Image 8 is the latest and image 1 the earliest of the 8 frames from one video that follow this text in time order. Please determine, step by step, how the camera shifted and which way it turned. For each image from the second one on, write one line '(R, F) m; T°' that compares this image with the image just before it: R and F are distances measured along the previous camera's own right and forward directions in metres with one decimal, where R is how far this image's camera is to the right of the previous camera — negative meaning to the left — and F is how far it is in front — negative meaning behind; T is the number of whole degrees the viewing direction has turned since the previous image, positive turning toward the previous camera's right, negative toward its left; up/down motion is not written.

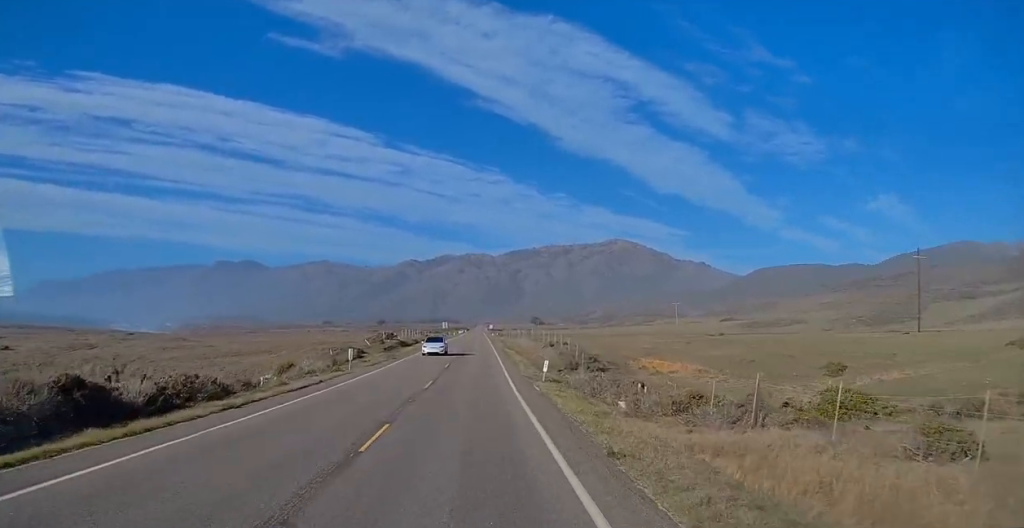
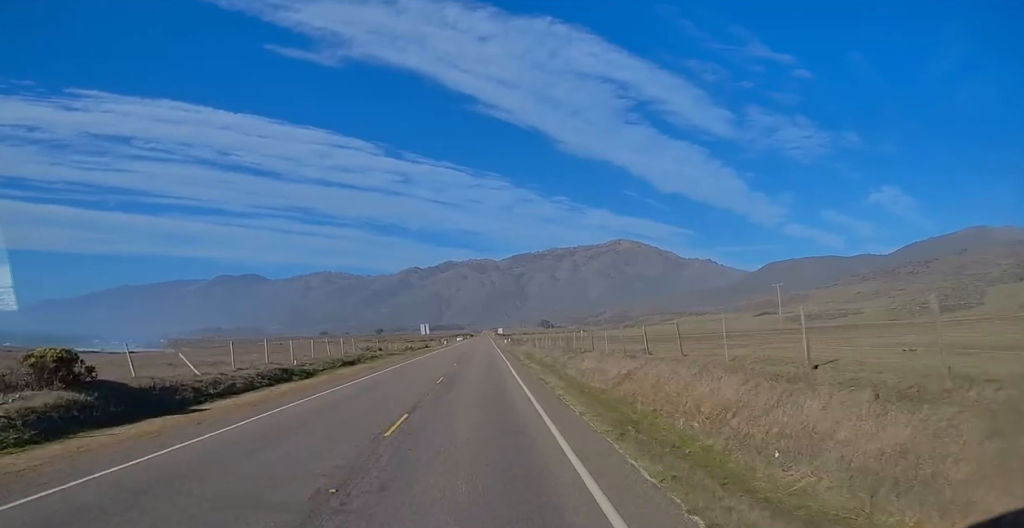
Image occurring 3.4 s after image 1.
(-0.7, +71.8) m; -1°
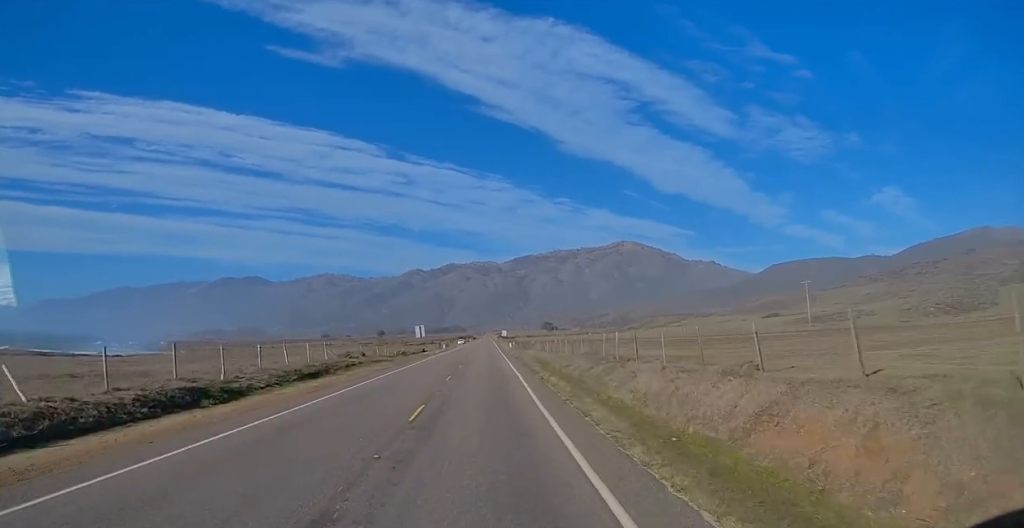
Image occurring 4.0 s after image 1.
(-0.2, +11.9) m; 0°
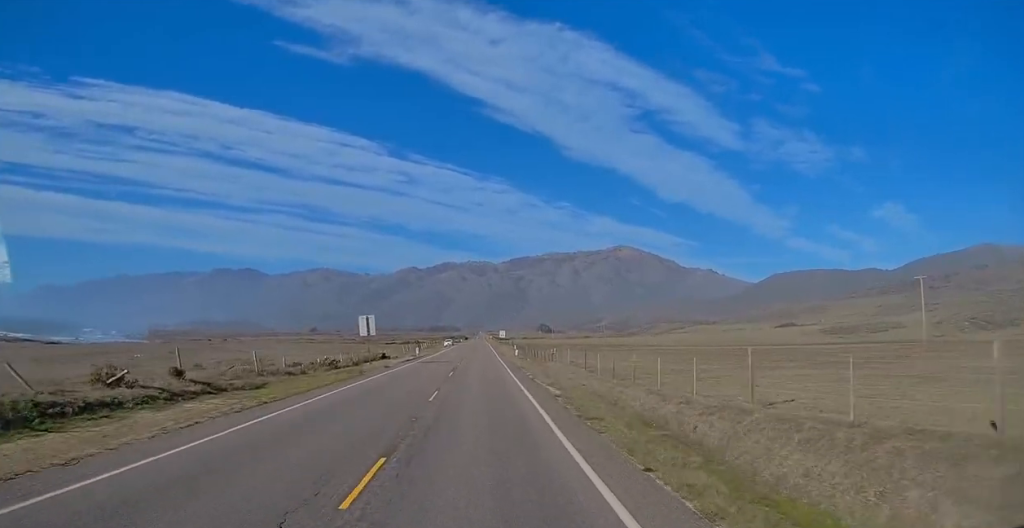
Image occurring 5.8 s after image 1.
(+0.2, +37.3) m; +1°
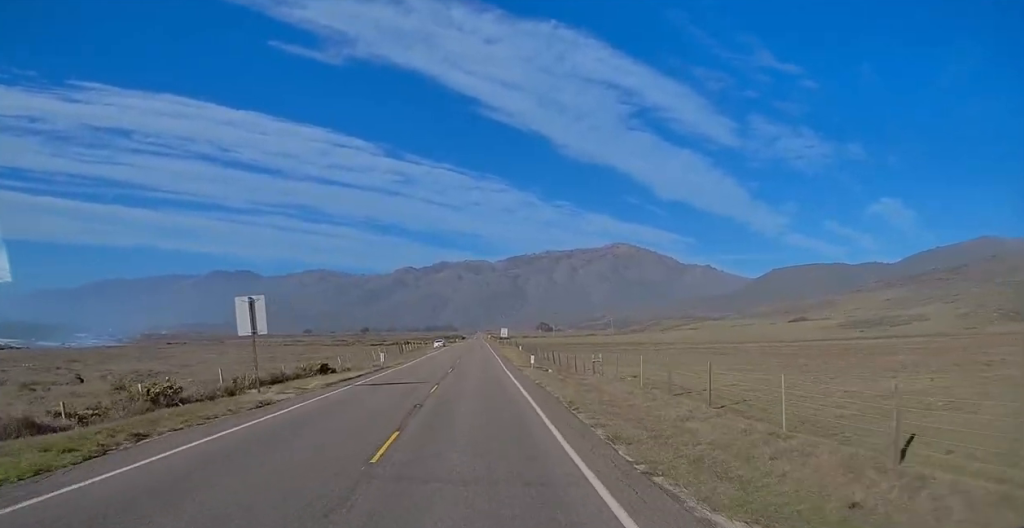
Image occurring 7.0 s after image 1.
(-0.2, +26.9) m; 0°
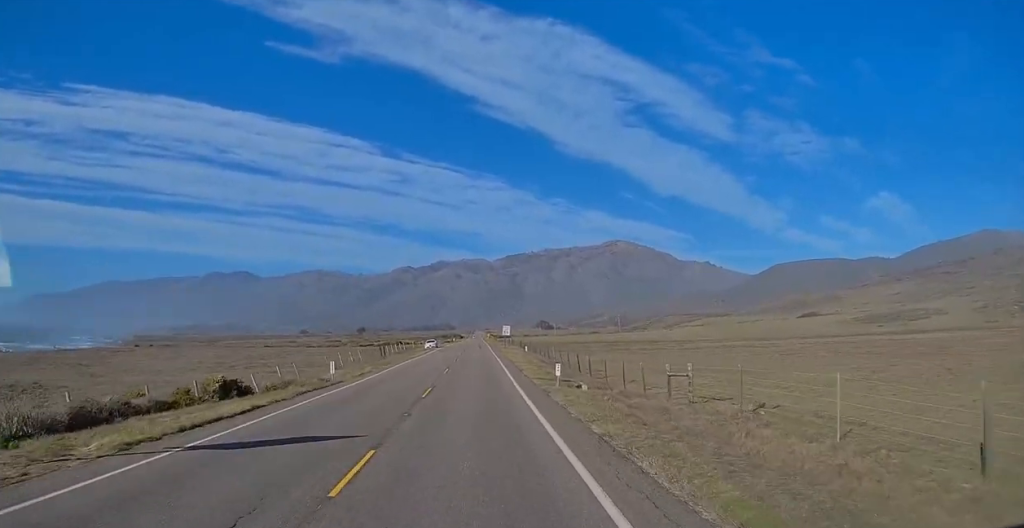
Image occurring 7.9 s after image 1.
(+0.1, +17.3) m; 0°
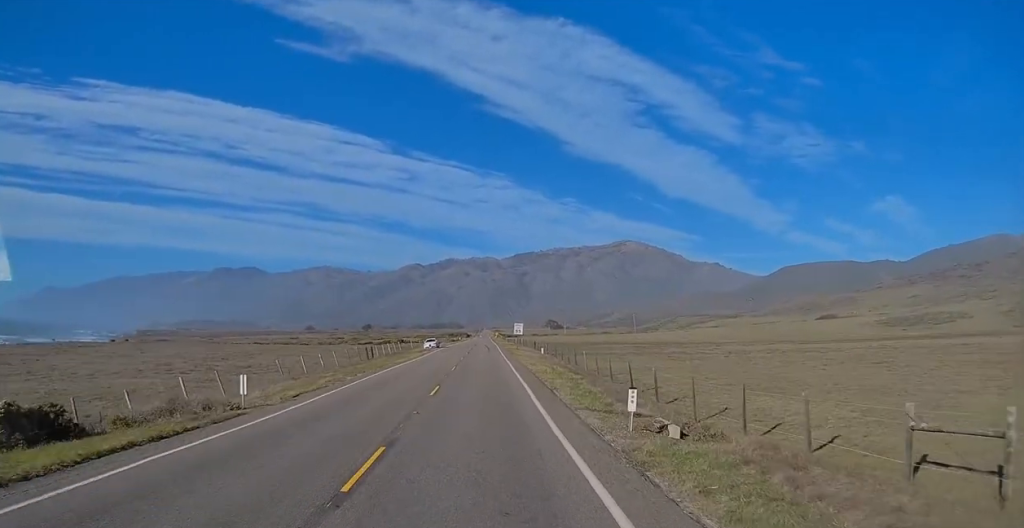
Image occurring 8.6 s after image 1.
(+0.2, +14.5) m; 0°
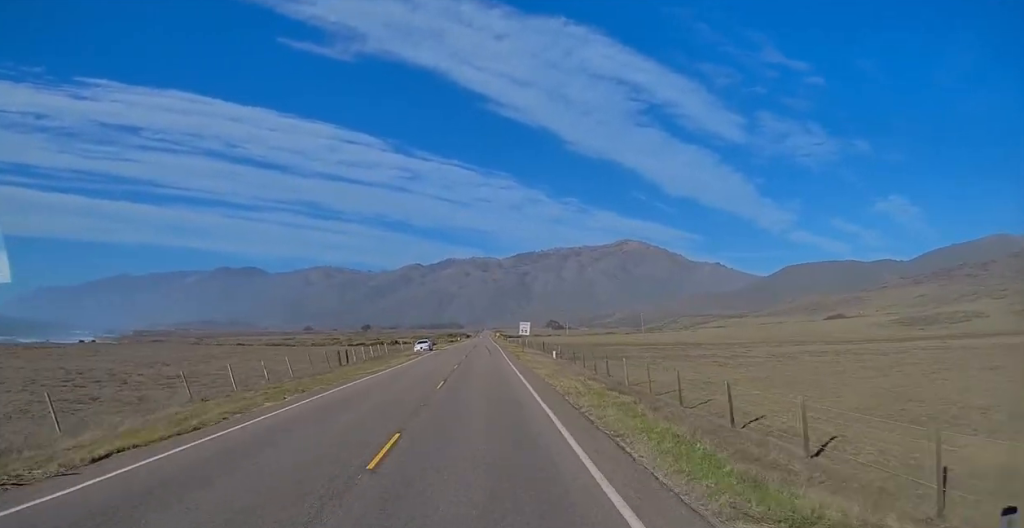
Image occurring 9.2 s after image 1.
(-0.3, +12.5) m; 0°
